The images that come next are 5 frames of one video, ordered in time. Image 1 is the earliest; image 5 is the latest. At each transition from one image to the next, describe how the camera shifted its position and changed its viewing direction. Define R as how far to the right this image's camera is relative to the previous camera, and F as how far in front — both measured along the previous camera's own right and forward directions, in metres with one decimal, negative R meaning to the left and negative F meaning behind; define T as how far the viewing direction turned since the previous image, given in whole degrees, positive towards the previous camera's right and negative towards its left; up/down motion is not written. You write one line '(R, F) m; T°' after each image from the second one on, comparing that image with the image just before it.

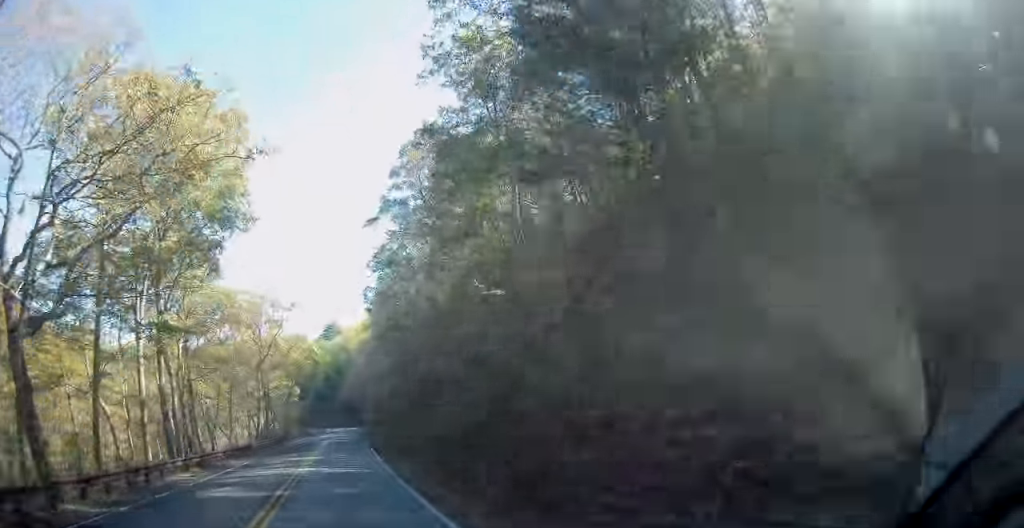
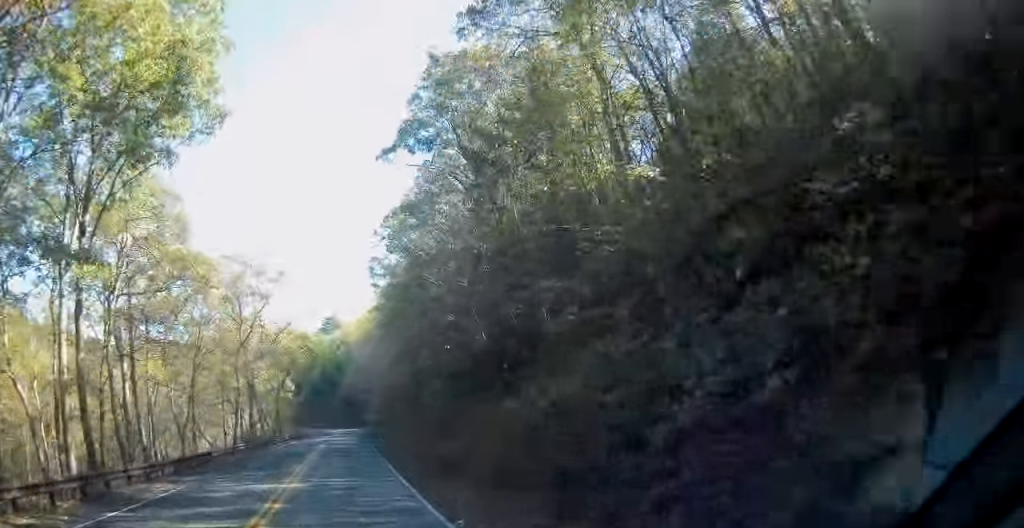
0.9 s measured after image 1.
(-0.1, +13.3) m; 0°
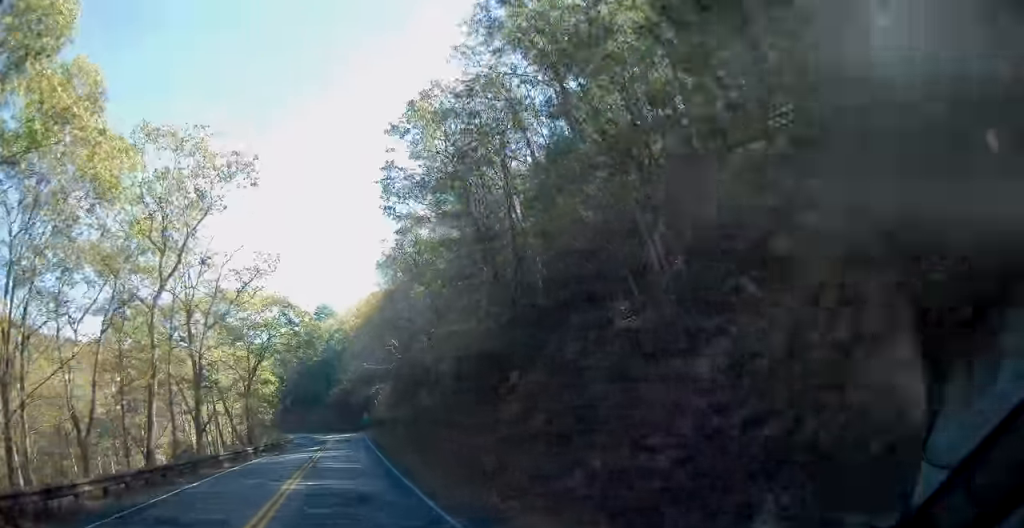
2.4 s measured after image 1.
(+0.3, +23.2) m; +1°
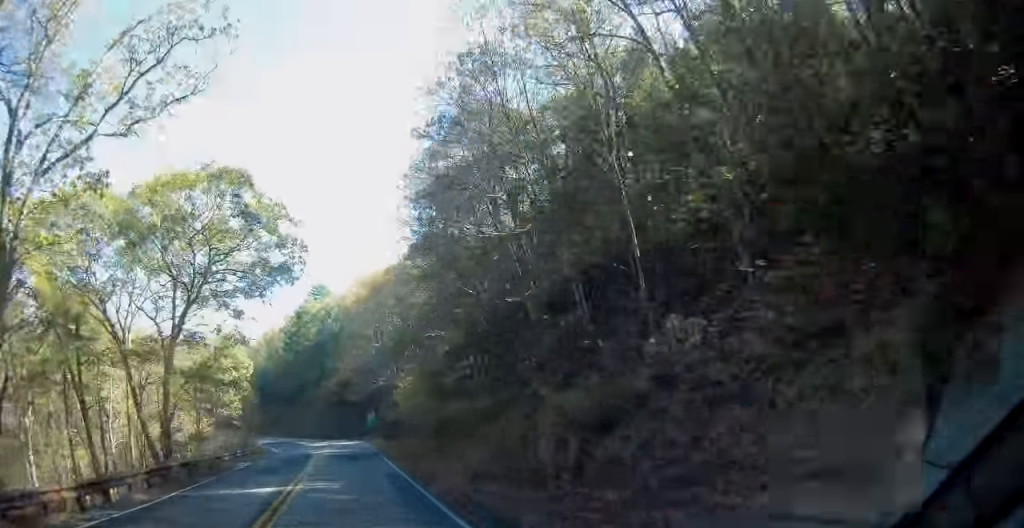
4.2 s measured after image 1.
(-1.9, +26.9) m; -8°
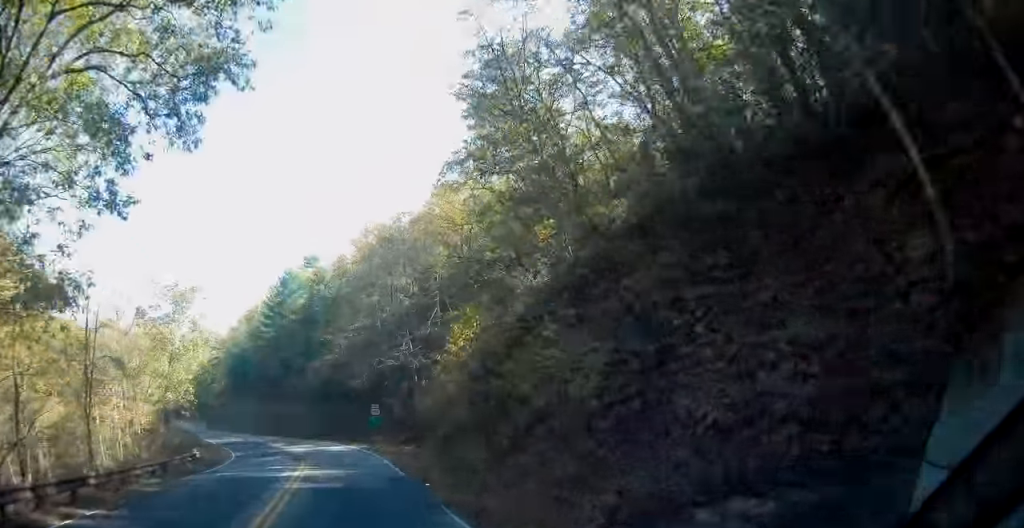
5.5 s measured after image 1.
(-0.5, +20.5) m; -1°
